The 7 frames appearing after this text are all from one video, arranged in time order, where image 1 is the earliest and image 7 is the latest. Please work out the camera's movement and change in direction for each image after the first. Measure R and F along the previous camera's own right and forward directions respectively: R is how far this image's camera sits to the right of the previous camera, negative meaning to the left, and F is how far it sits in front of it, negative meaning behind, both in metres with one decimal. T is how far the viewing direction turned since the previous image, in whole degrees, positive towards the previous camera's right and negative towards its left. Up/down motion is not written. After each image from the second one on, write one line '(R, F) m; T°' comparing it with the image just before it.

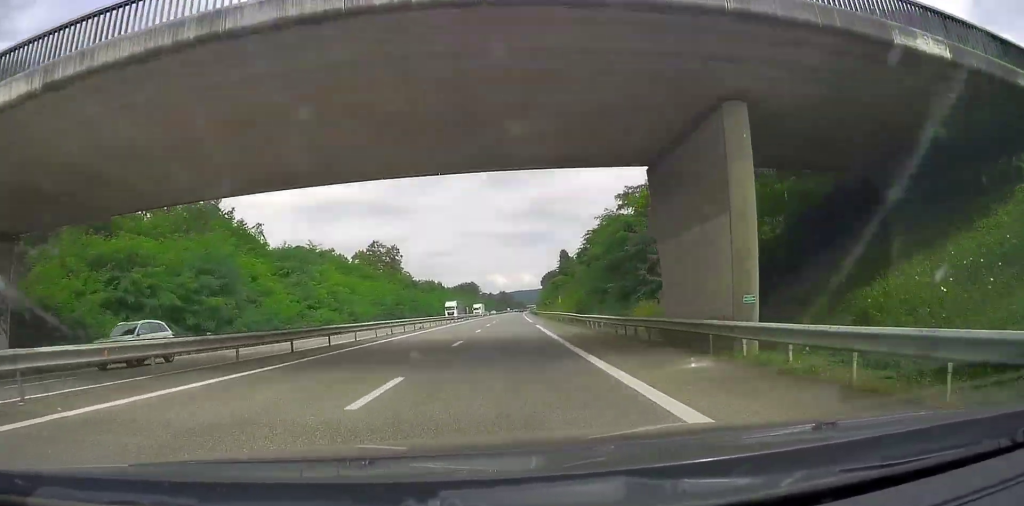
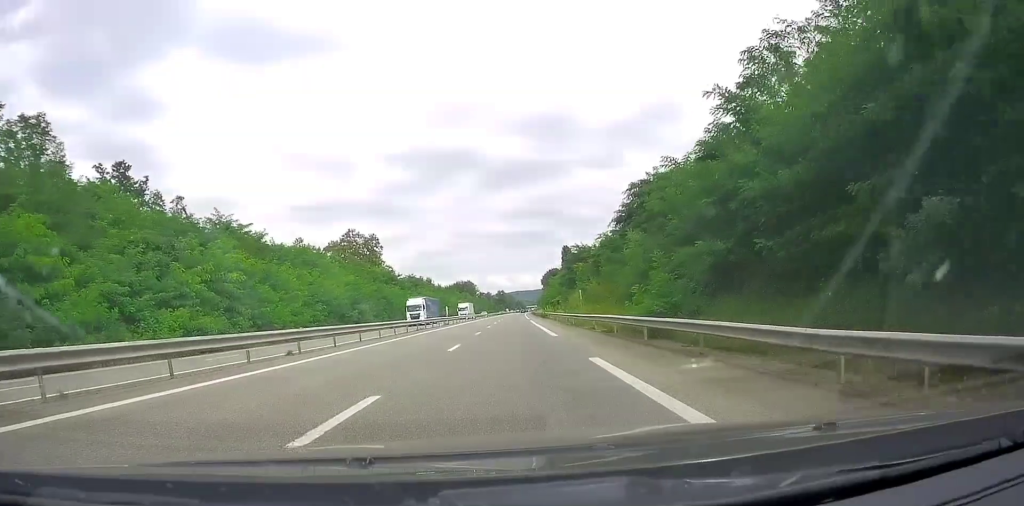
(0.0, +27.6) m; 0°
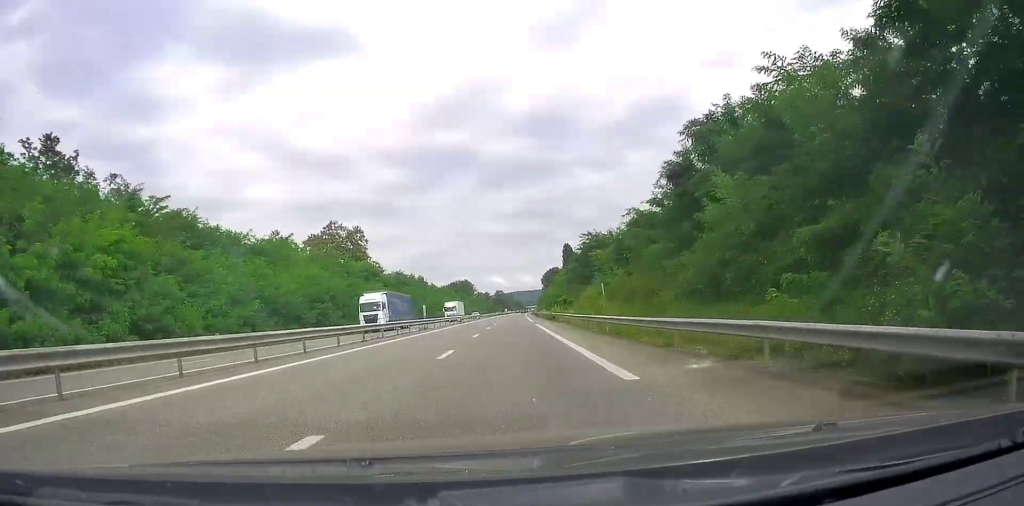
(0.0, +15.6) m; 0°
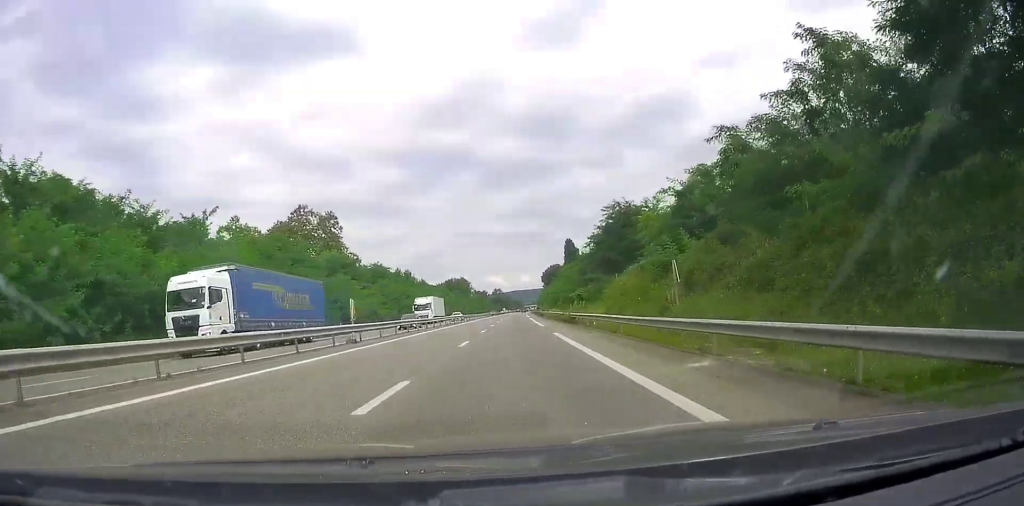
(-0.2, +21.0) m; +1°
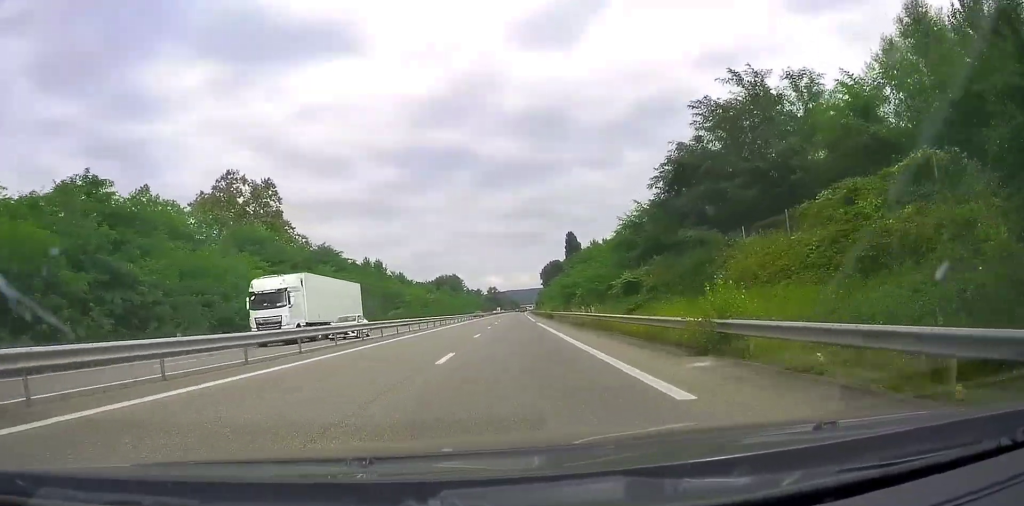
(+0.8, +31.7) m; 0°
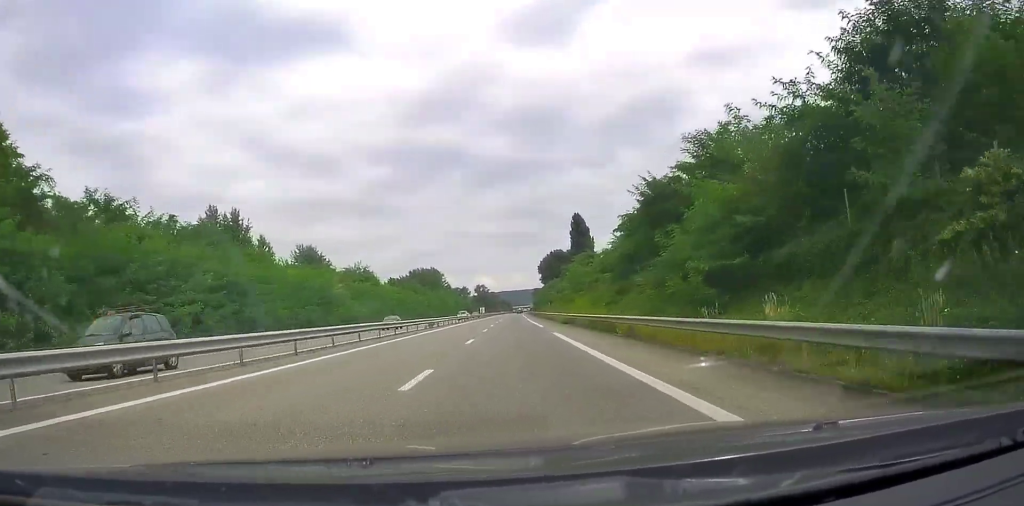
(-1.4, +67.6) m; -1°
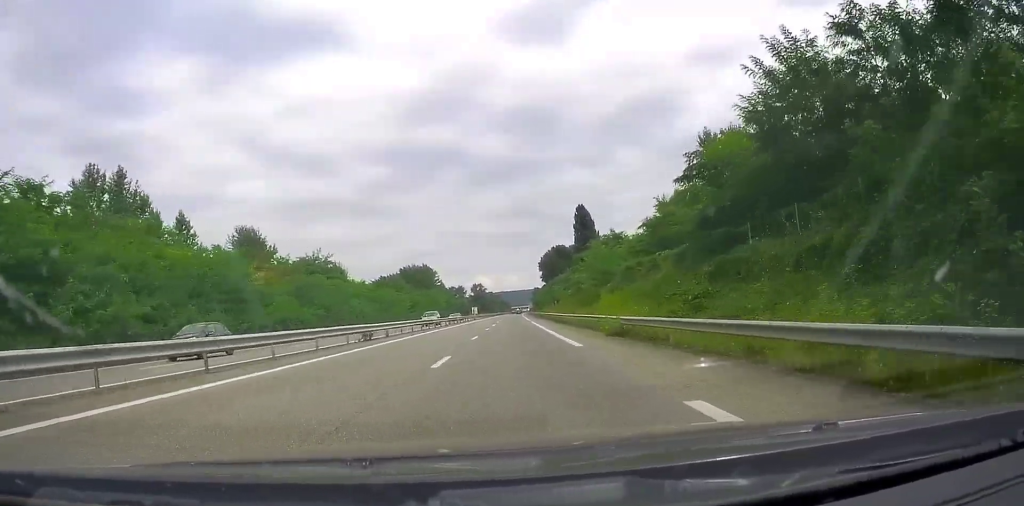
(0.0, +21.6) m; +1°
